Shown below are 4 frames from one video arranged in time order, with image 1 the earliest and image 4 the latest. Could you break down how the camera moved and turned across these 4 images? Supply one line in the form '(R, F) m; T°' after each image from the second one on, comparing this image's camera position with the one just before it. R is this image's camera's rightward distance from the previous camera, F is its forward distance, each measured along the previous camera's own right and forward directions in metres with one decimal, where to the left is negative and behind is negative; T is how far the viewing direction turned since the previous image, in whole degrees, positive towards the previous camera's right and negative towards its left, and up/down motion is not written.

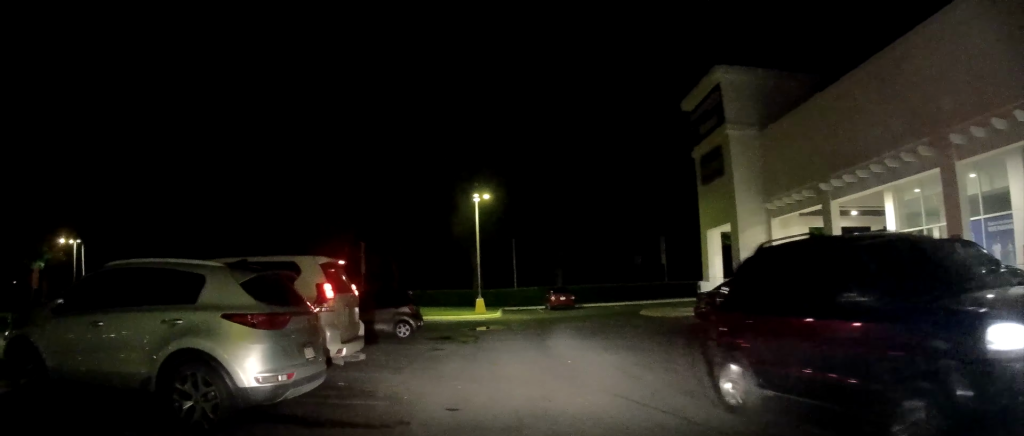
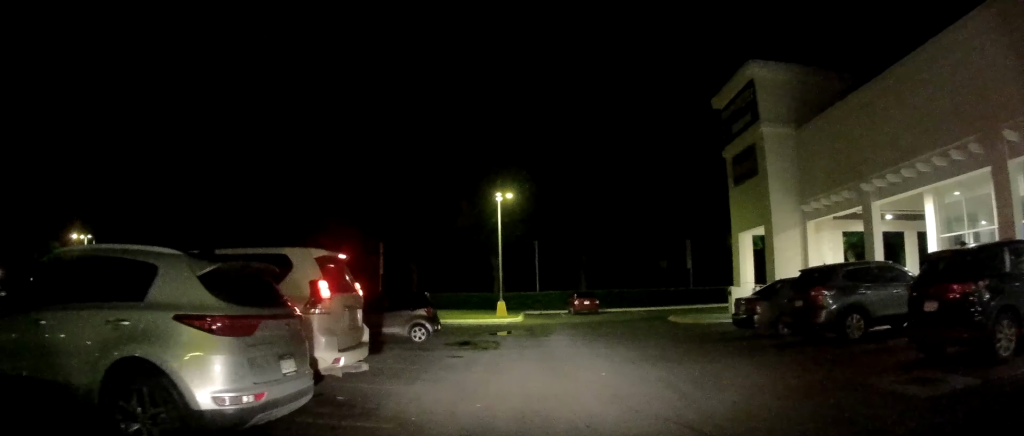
(+0.1, +0.8) m; +2°
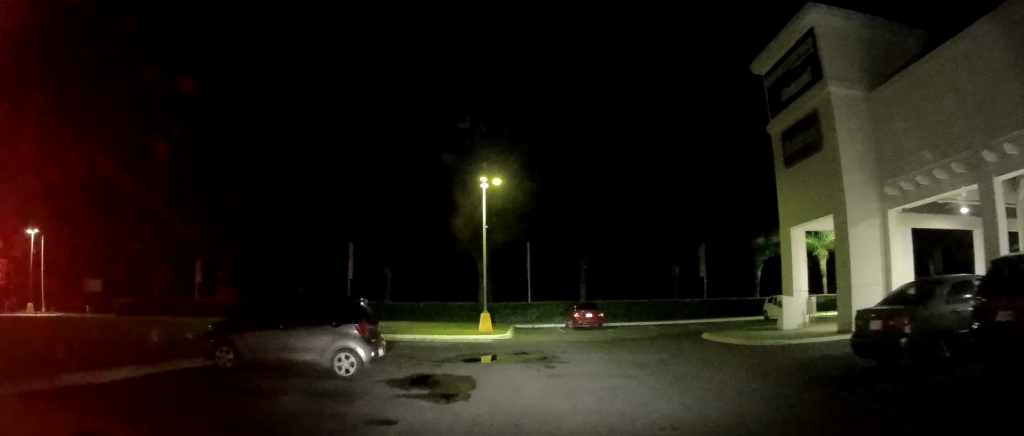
(+0.1, +4.9) m; -6°
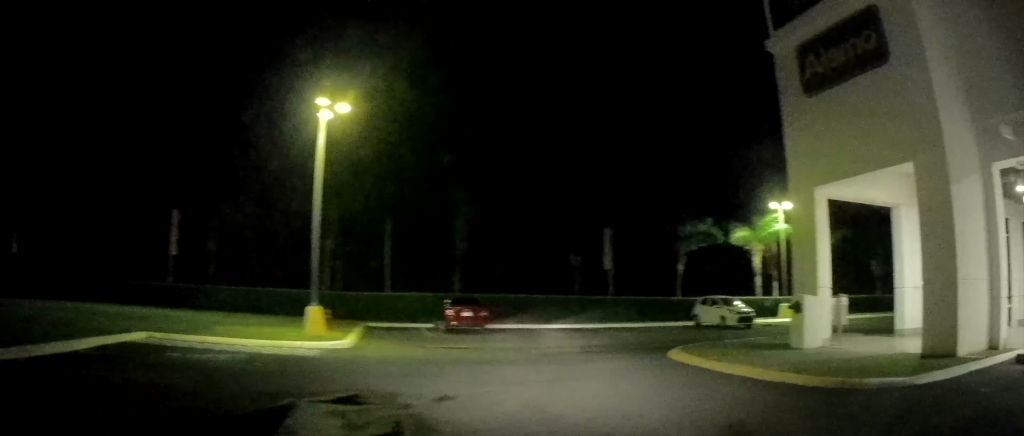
(-0.6, +8.6) m; +3°
